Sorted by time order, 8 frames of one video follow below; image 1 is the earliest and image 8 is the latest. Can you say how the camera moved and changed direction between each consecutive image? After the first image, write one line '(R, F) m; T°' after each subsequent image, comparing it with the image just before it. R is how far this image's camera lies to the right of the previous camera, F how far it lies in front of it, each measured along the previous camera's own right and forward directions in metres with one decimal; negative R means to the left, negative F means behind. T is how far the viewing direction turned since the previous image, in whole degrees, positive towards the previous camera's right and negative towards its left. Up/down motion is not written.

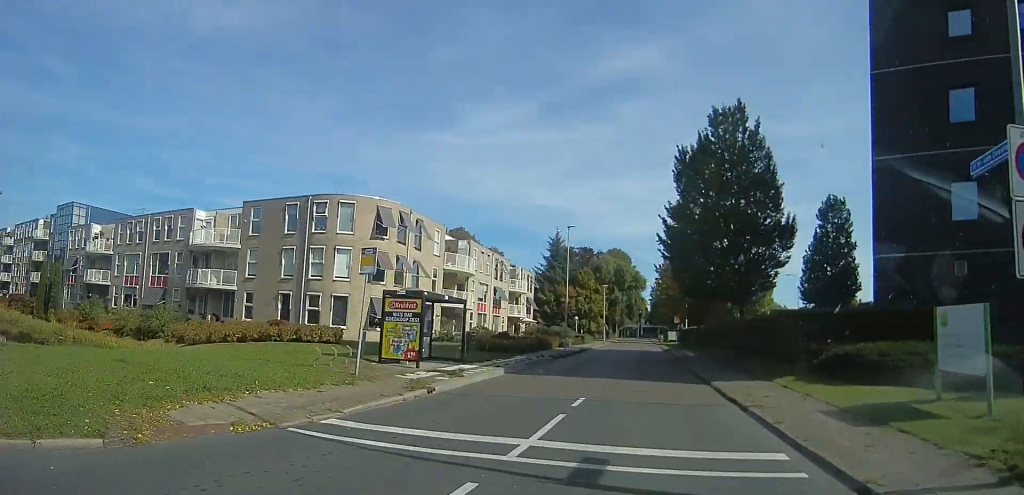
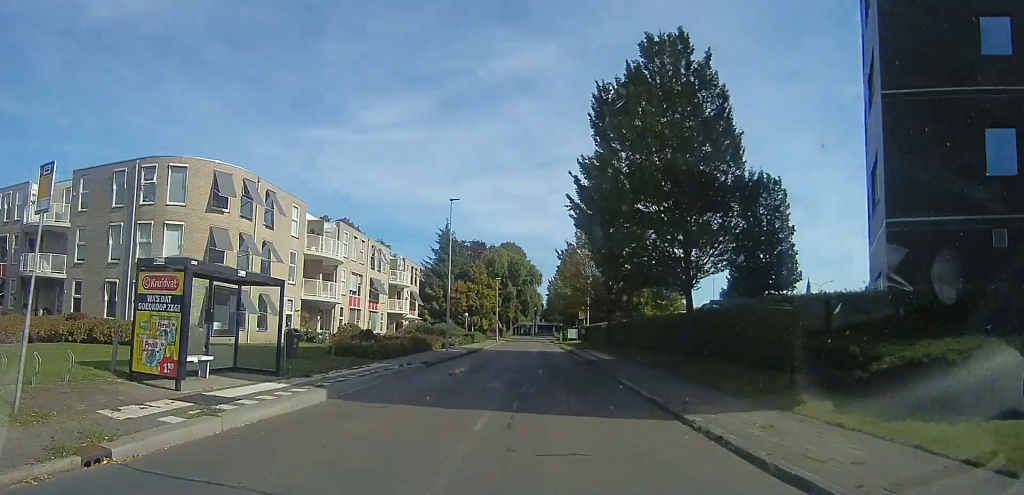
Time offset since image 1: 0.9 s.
(+0.9, +6.1) m; +9°
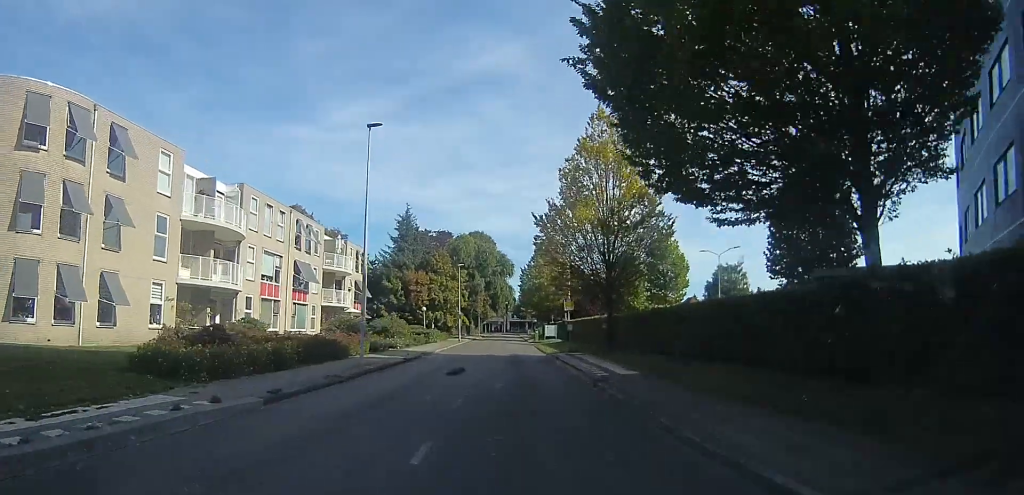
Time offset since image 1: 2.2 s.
(+0.1, +9.3) m; +4°
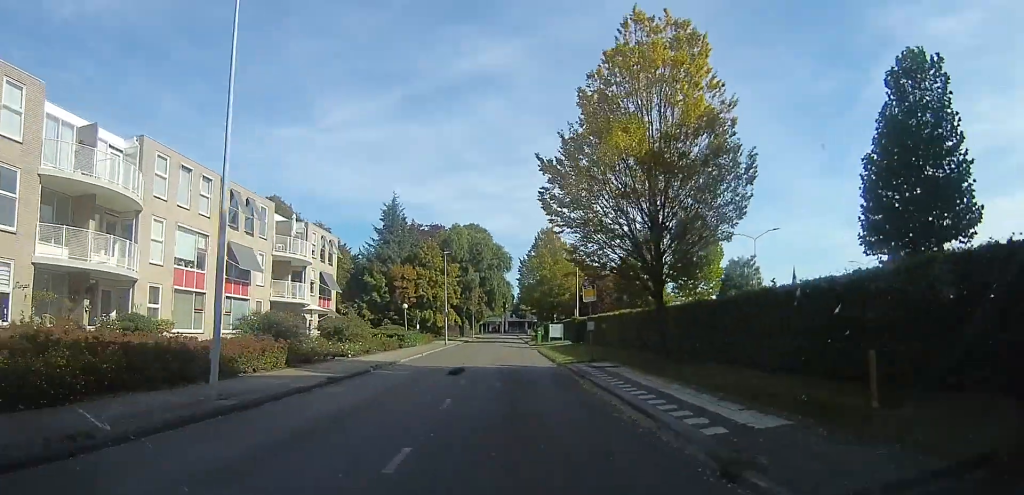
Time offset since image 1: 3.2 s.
(+0.5, +7.8) m; +5°
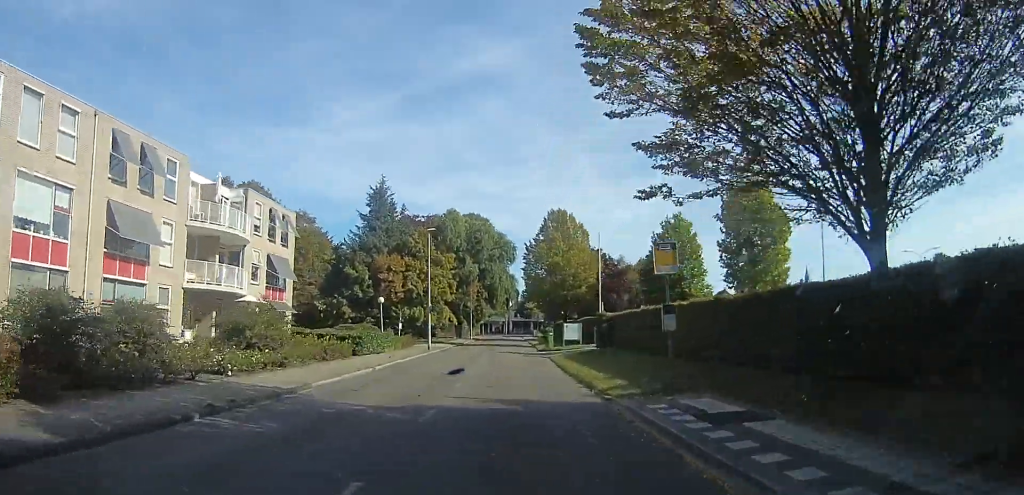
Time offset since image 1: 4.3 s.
(+0.3, +9.1) m; -2°
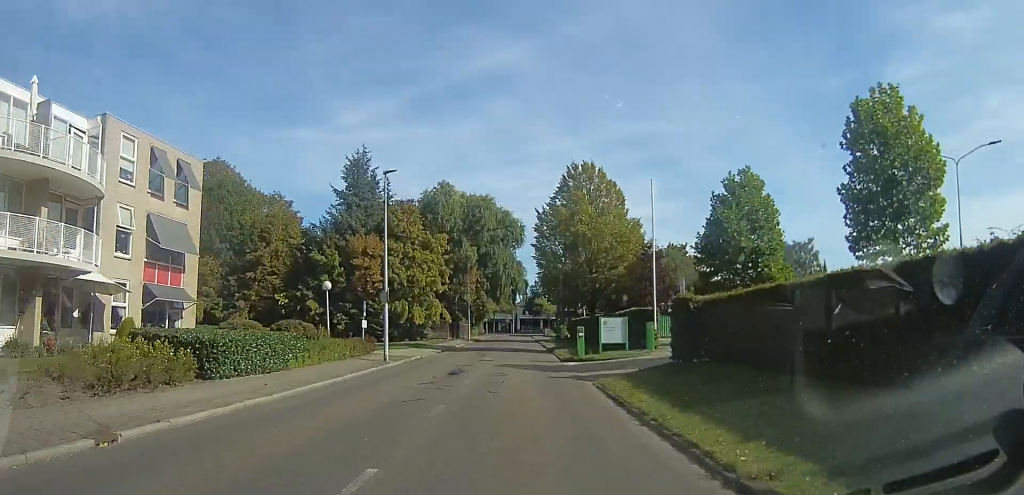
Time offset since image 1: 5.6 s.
(-0.9, +11.5) m; -6°
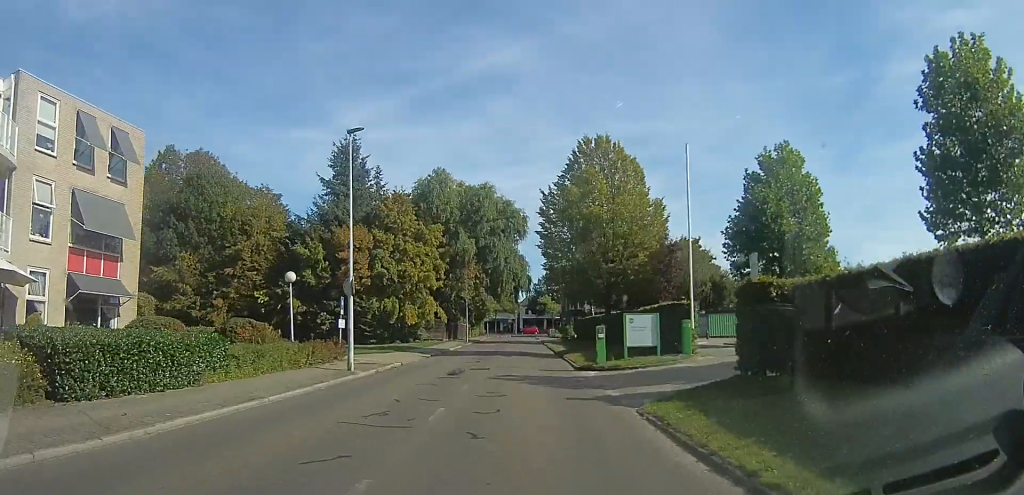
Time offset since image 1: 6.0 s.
(0.0, +4.4) m; +2°
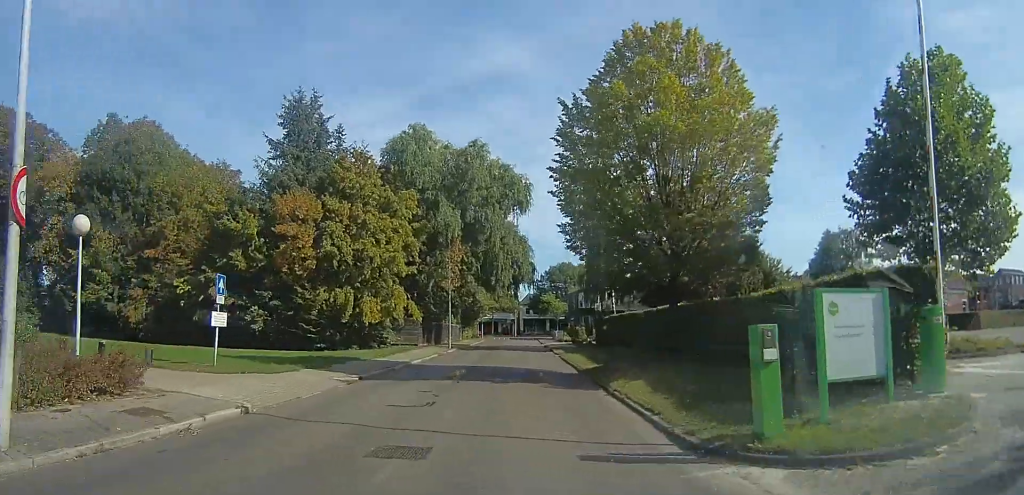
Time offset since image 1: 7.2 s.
(+0.6, +11.1) m; +6°
